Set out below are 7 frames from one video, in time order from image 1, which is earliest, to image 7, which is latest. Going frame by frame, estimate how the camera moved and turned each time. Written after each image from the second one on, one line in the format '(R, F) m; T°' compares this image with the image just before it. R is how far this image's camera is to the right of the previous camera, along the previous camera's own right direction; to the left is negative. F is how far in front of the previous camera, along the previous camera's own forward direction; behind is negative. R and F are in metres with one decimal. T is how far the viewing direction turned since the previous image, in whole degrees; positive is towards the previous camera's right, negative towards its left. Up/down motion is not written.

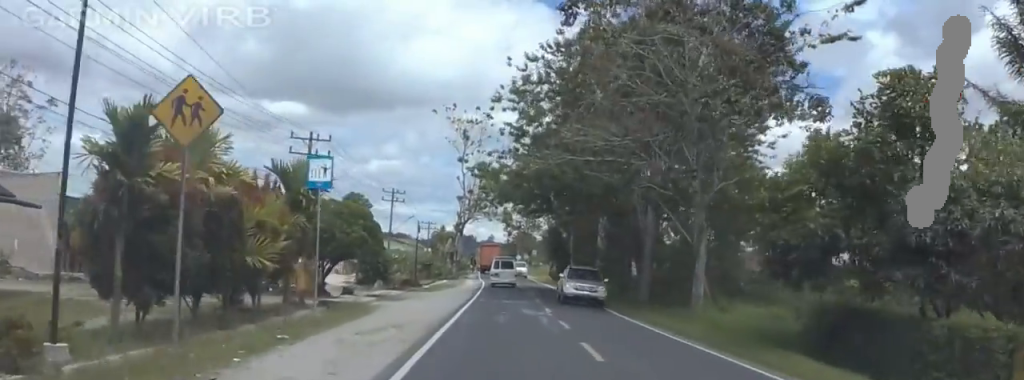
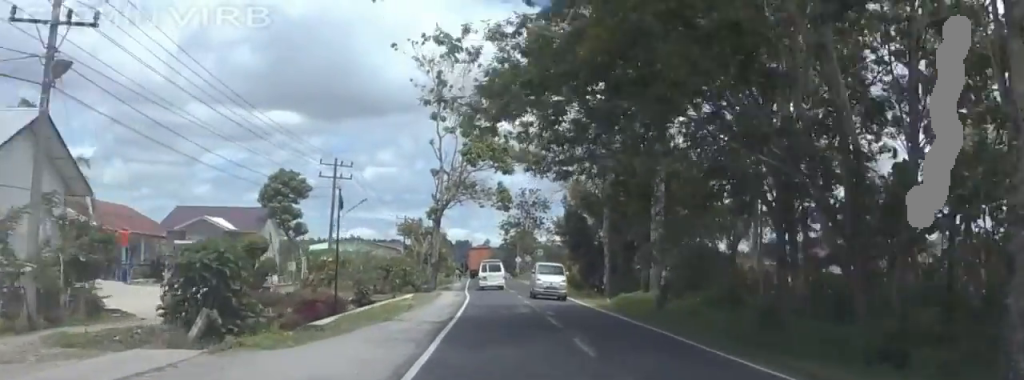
(0.0, +30.5) m; -7°
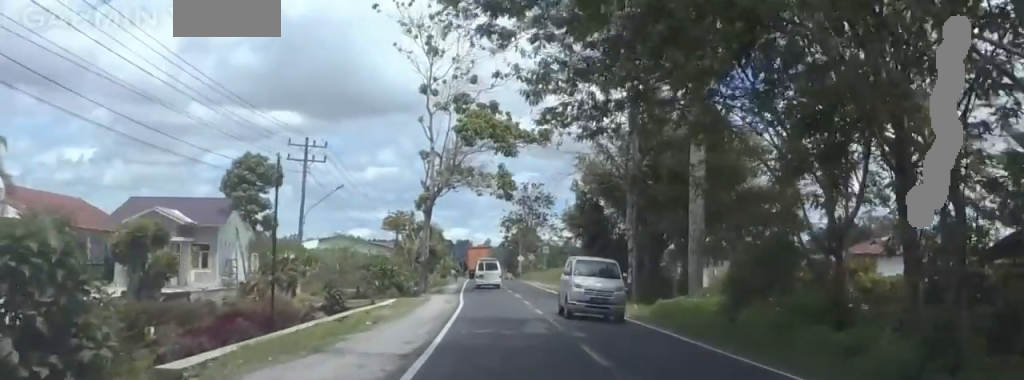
(-0.9, +10.0) m; 0°
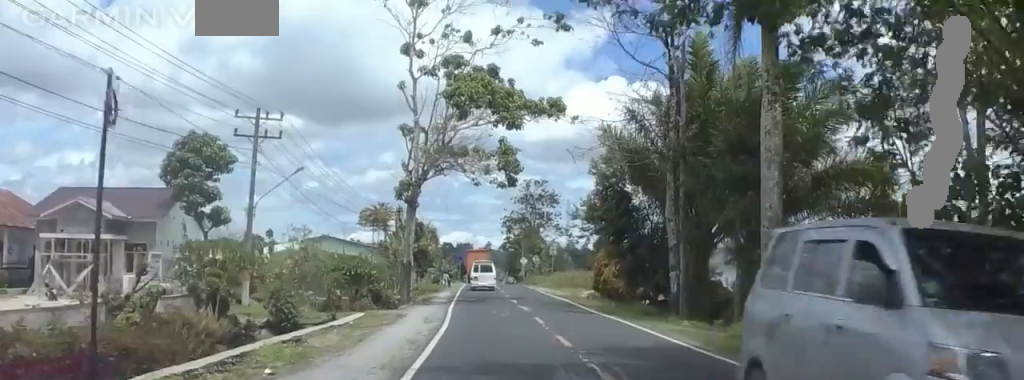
(0.0, +11.2) m; +3°
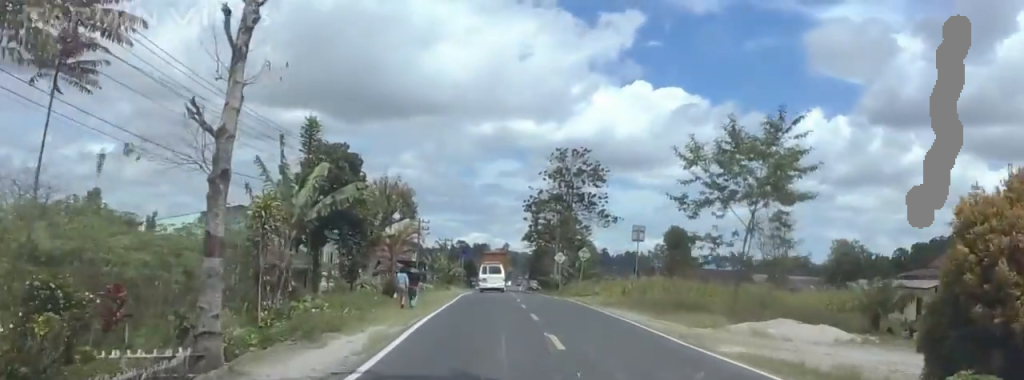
(+2.9, +42.1) m; -2°
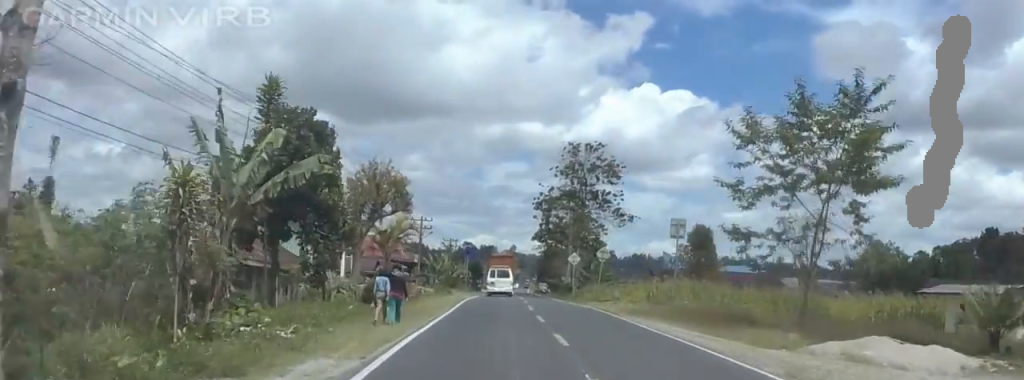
(-0.7, +7.4) m; +1°
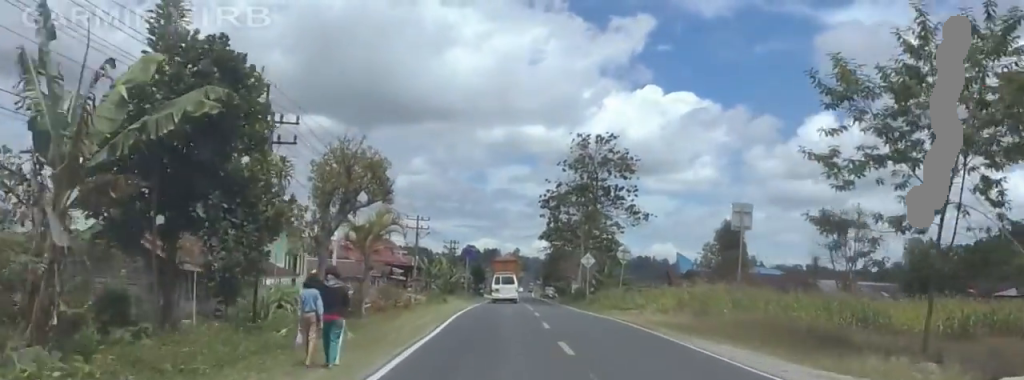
(-0.5, +8.6) m; +1°
